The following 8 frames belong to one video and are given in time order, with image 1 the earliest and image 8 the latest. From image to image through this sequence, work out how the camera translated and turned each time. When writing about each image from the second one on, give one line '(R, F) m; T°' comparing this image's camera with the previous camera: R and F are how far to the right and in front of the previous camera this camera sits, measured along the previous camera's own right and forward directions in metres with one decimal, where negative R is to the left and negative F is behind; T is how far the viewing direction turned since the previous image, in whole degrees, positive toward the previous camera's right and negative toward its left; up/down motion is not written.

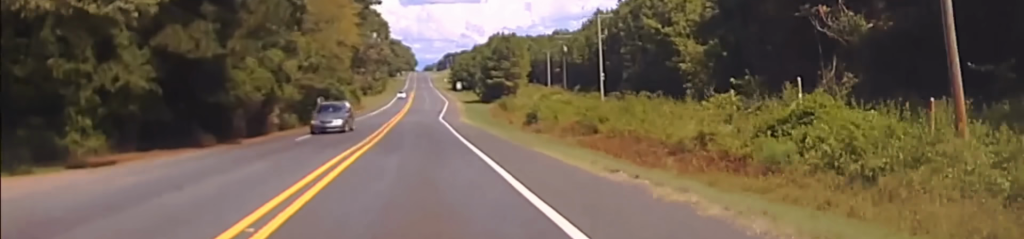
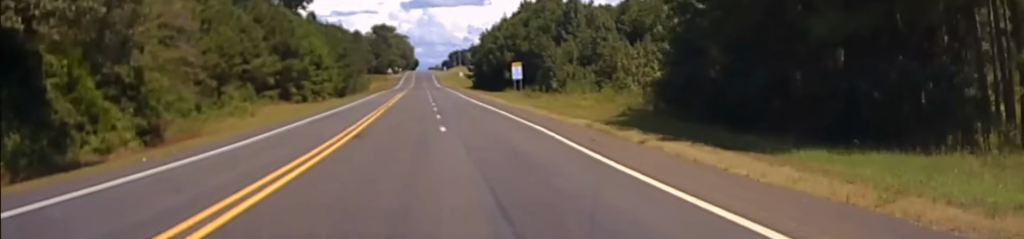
(0.0, +136.8) m; 0°
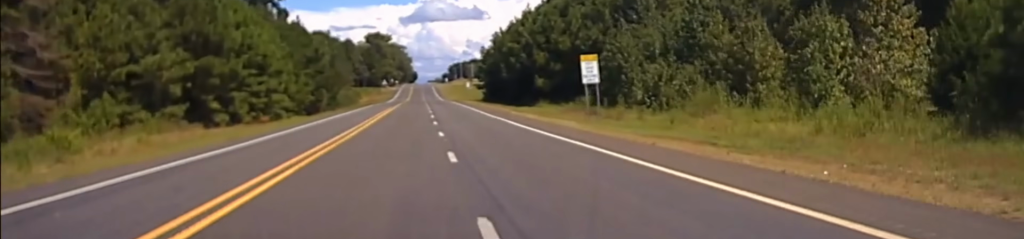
(0.0, +36.2) m; 0°
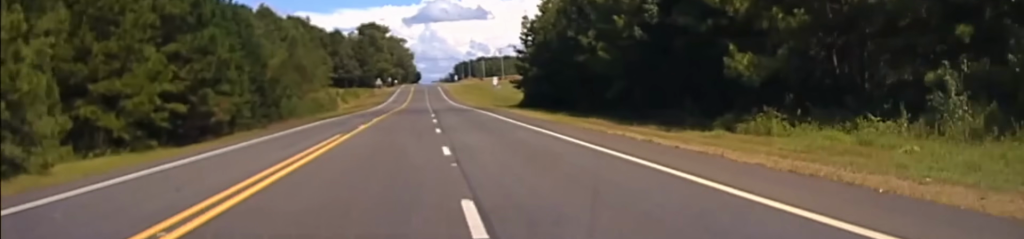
(0.0, +58.6) m; 0°
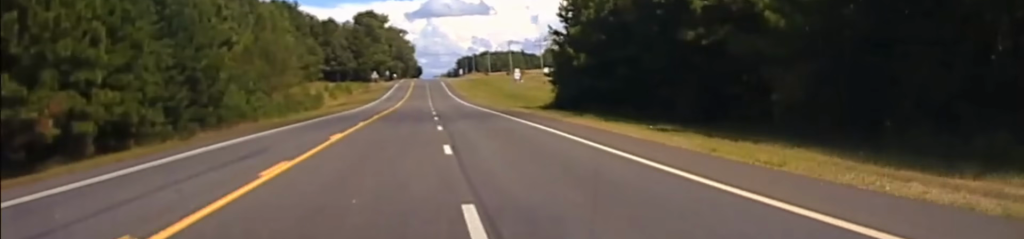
(0.0, +26.7) m; 0°
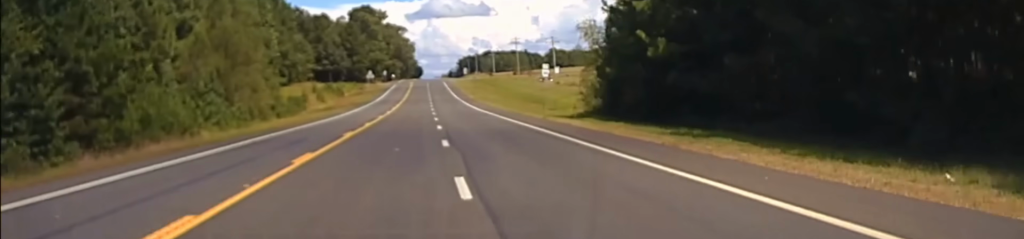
(0.0, +20.1) m; 0°
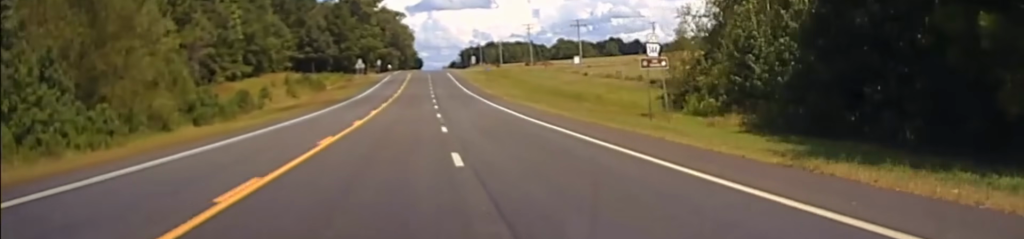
(0.0, +31.7) m; 0°
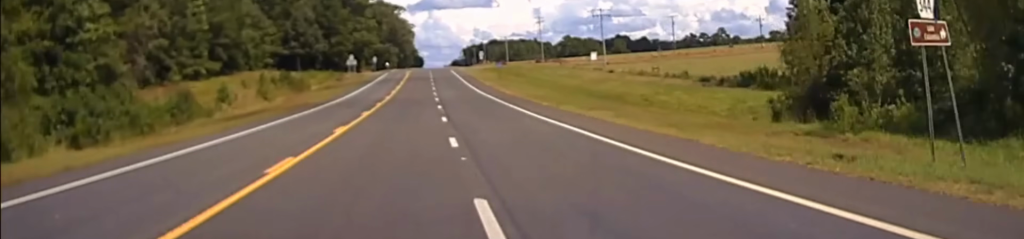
(0.0, +20.5) m; 0°
